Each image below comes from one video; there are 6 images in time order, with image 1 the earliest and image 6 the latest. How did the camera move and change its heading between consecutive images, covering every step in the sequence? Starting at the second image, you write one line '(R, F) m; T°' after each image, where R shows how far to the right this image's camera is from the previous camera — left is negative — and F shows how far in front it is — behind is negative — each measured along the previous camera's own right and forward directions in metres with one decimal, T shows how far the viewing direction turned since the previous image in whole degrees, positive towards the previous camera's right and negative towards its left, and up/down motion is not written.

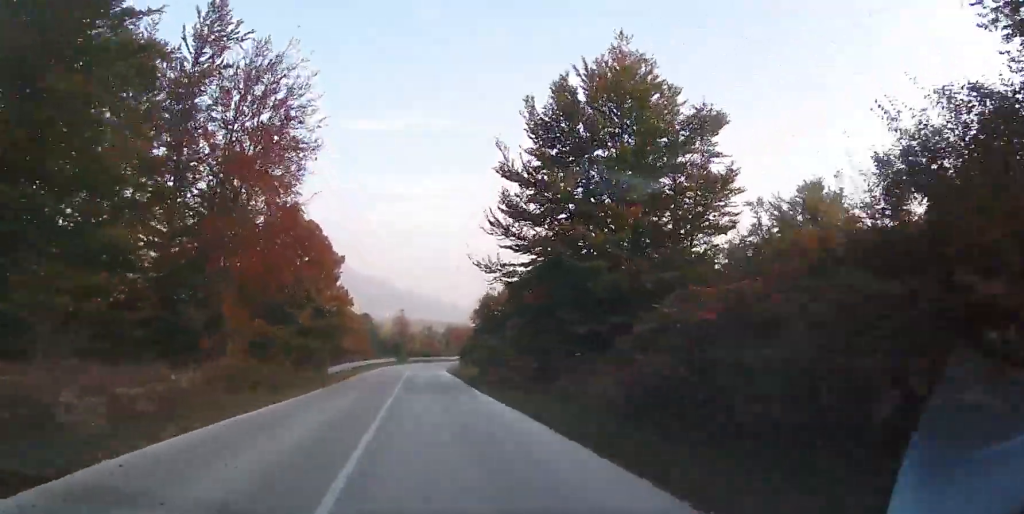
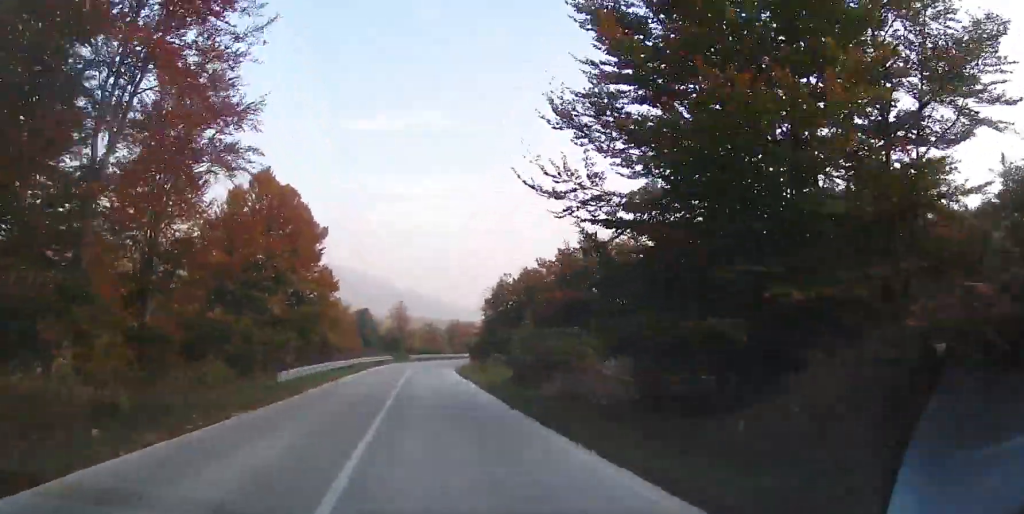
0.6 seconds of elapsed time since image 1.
(-0.1, +11.8) m; -1°
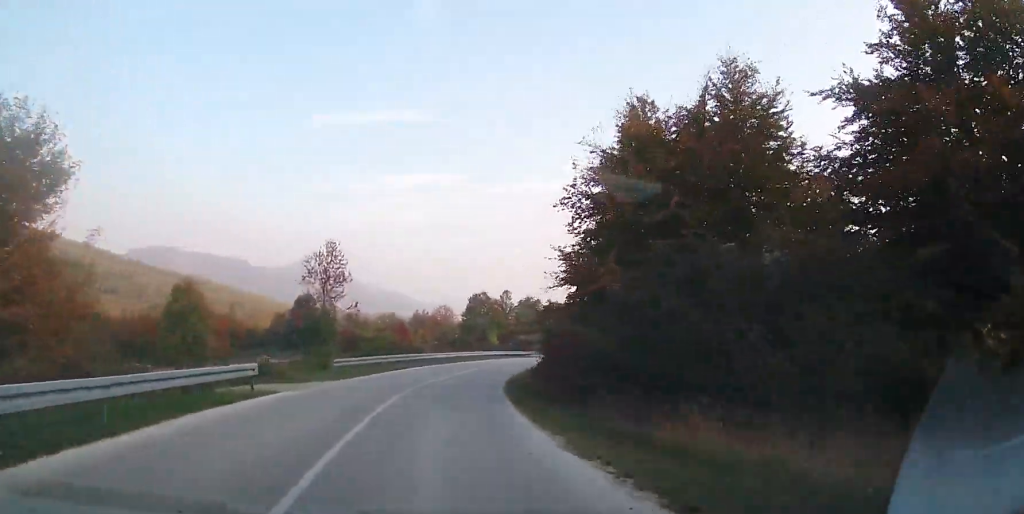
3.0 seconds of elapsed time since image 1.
(+0.3, +47.5) m; +5°
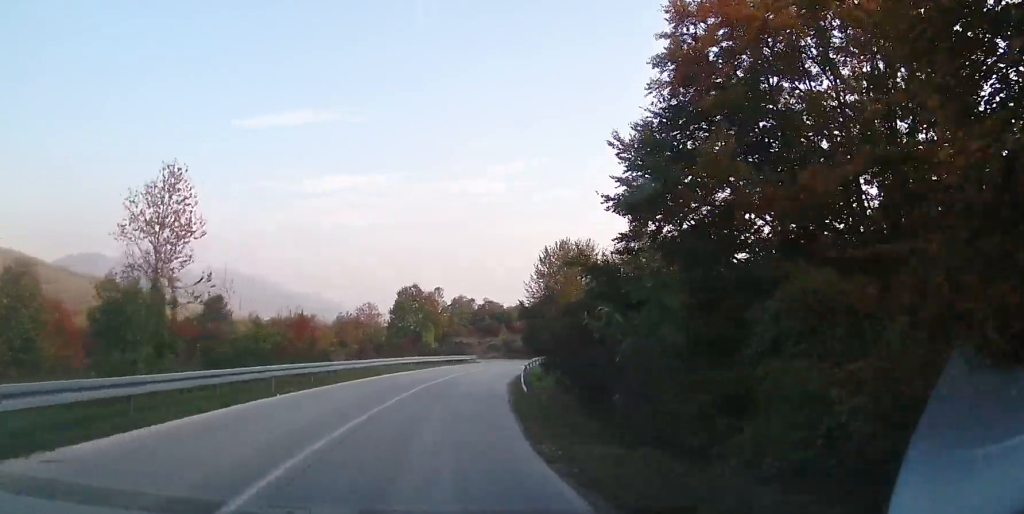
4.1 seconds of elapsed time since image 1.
(+1.1, +18.3) m; +7°
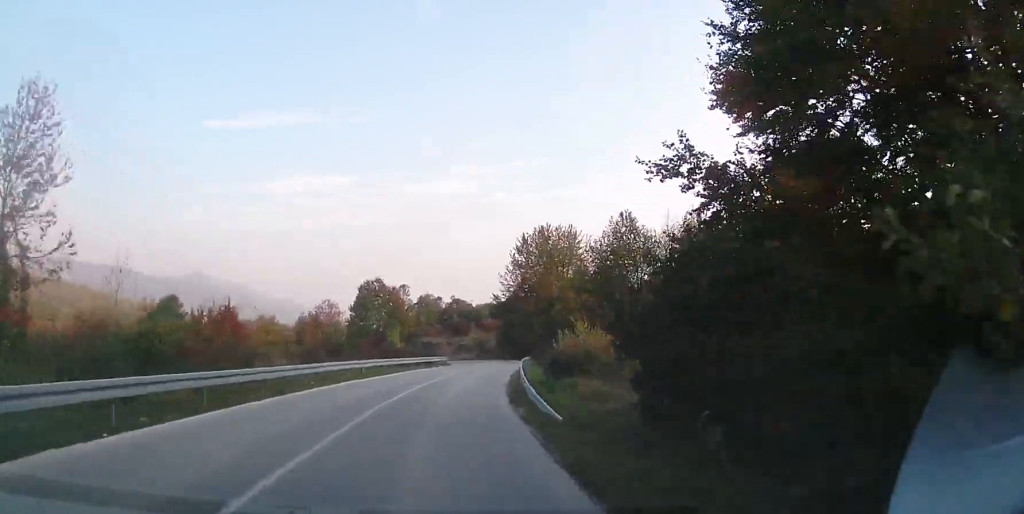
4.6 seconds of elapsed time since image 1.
(+0.1, +8.3) m; +3°
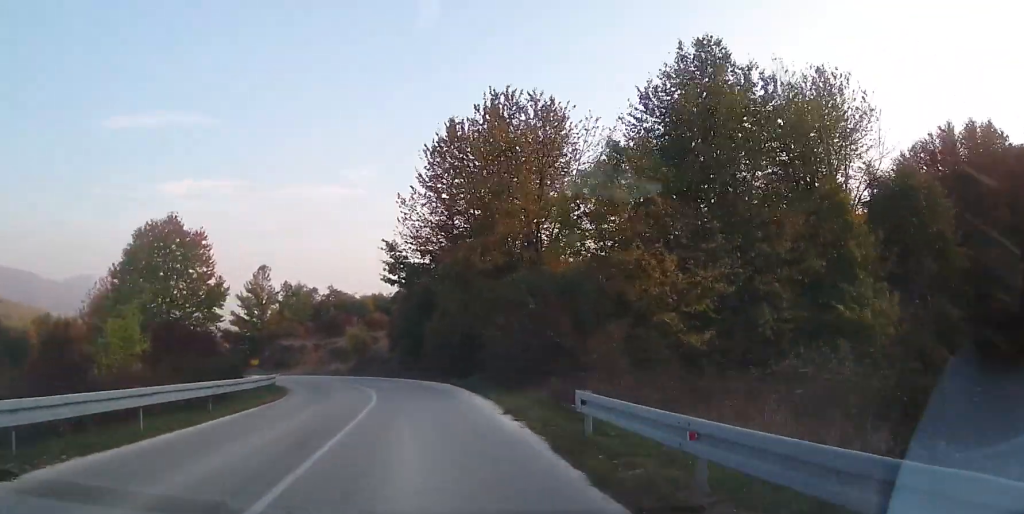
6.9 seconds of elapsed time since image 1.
(+4.0, +36.9) m; +9°
